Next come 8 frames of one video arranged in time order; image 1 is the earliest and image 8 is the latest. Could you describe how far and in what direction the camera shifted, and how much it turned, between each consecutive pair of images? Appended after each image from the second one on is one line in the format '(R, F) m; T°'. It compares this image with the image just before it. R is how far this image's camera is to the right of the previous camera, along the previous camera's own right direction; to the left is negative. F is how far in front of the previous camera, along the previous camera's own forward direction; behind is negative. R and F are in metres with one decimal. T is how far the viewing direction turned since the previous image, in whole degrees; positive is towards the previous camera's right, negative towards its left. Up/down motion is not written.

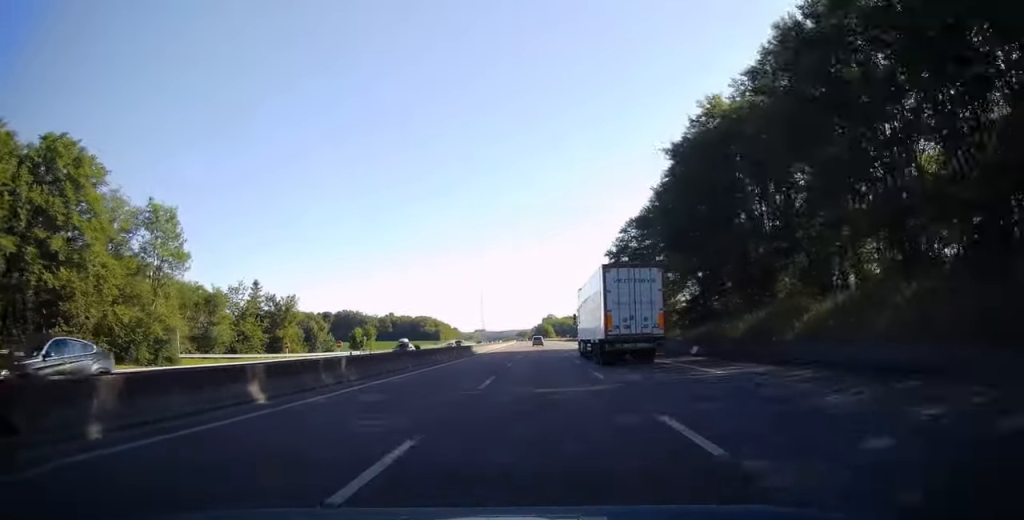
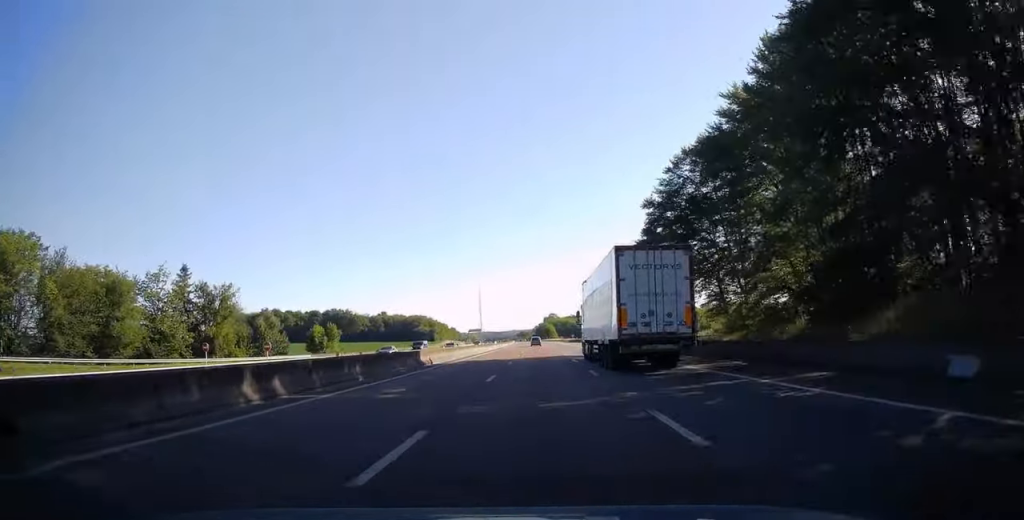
(-0.1, +25.0) m; 0°
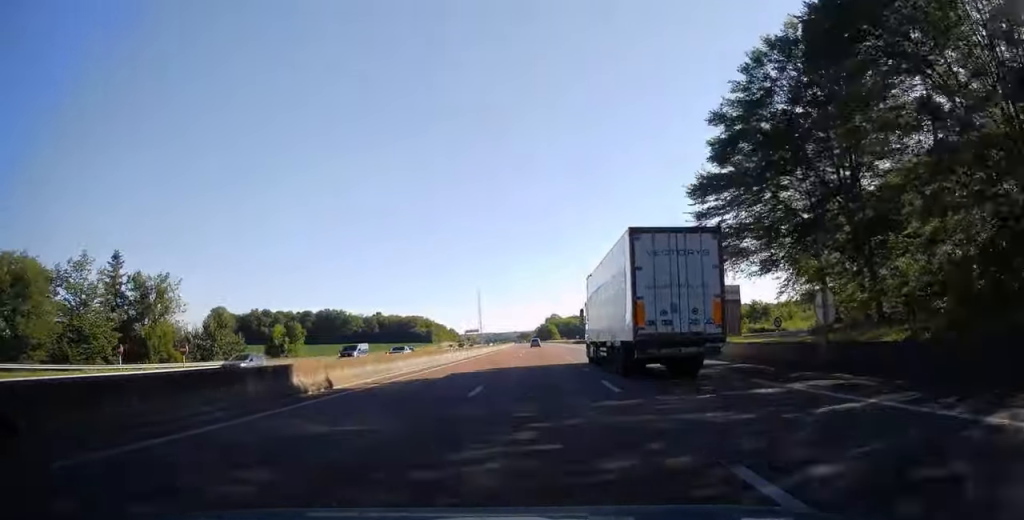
(+0.1, +17.2) m; 0°
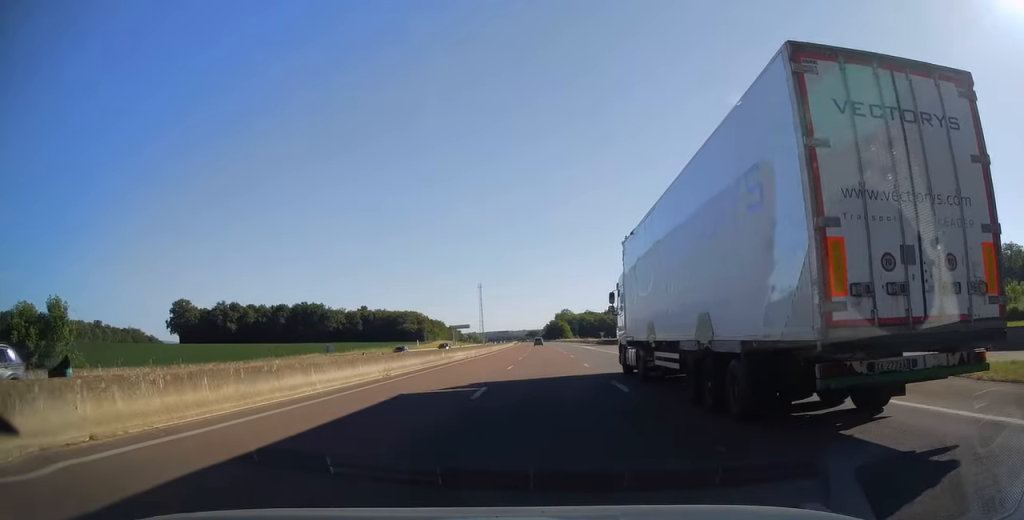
(-0.6, +52.0) m; -1°
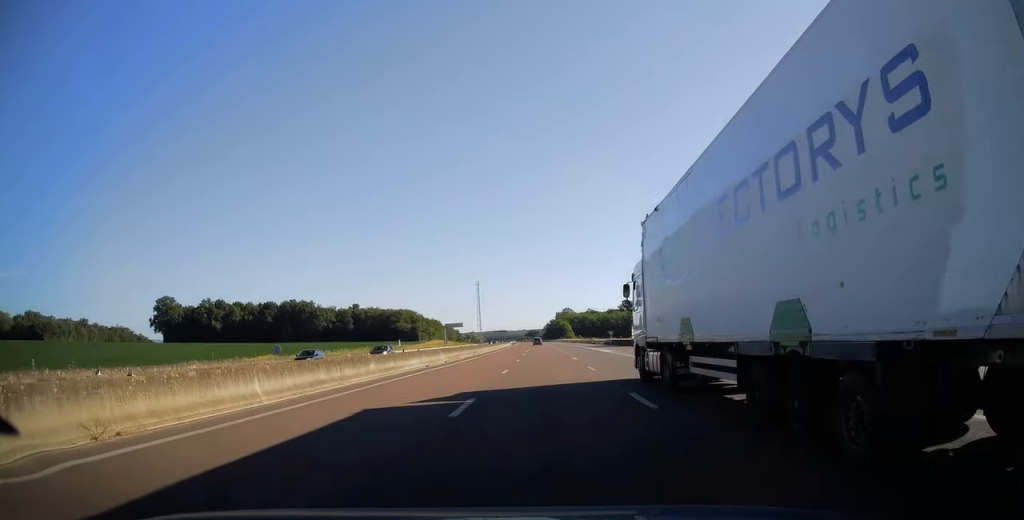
(-0.1, +16.1) m; 0°
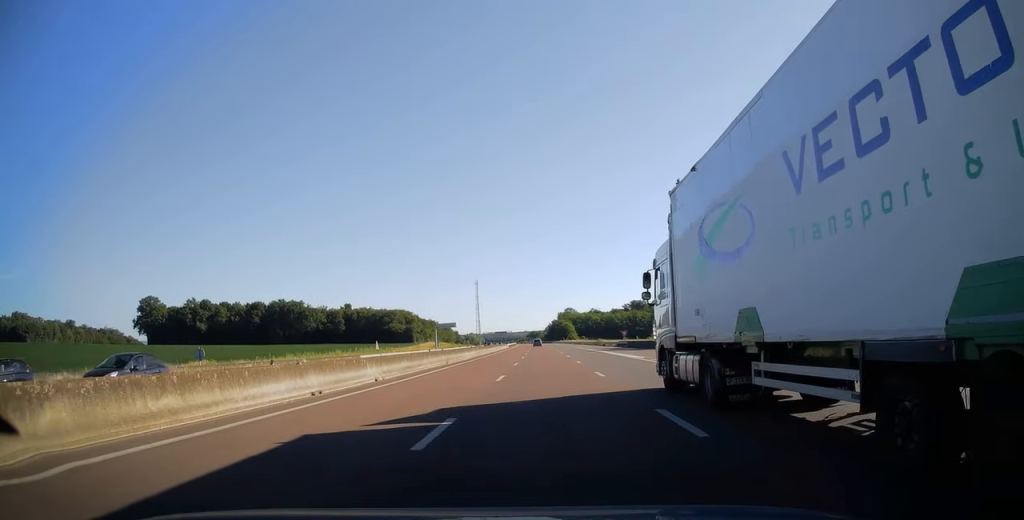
(+0.1, +16.1) m; 0°
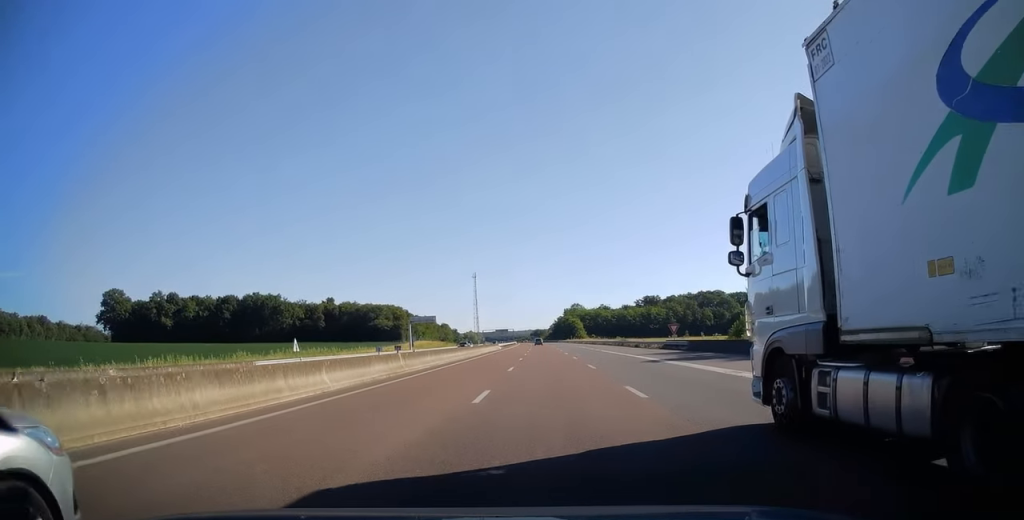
(-0.1, +33.3) m; -1°
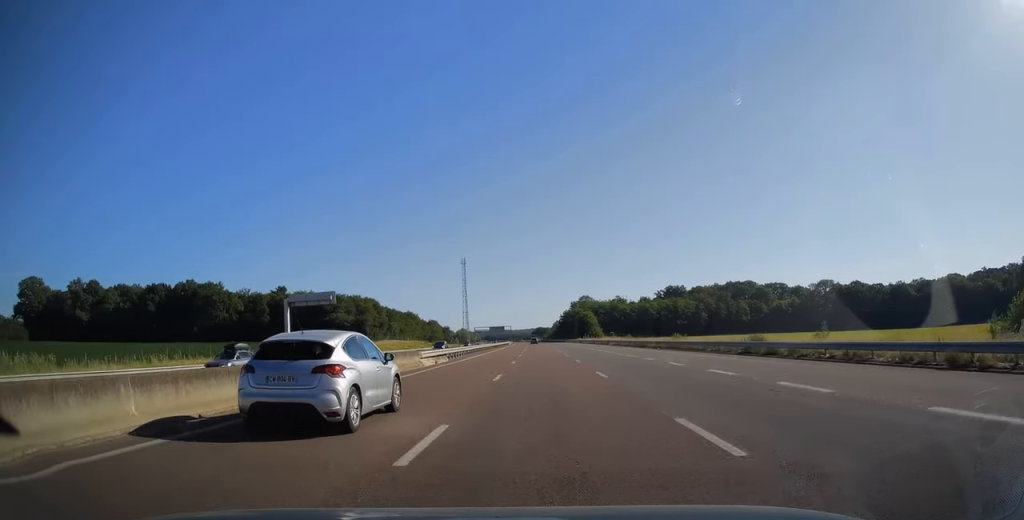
(-0.4, +58.2) m; 0°
